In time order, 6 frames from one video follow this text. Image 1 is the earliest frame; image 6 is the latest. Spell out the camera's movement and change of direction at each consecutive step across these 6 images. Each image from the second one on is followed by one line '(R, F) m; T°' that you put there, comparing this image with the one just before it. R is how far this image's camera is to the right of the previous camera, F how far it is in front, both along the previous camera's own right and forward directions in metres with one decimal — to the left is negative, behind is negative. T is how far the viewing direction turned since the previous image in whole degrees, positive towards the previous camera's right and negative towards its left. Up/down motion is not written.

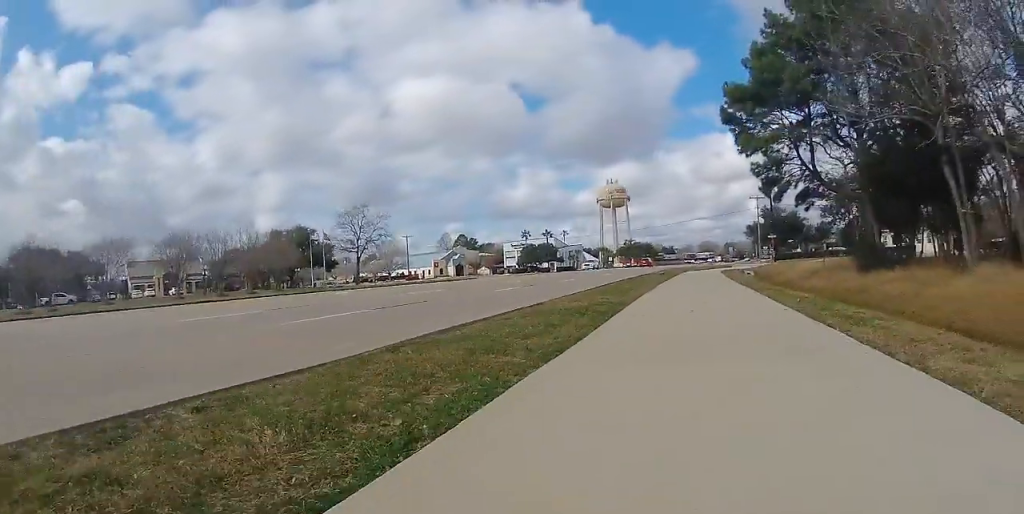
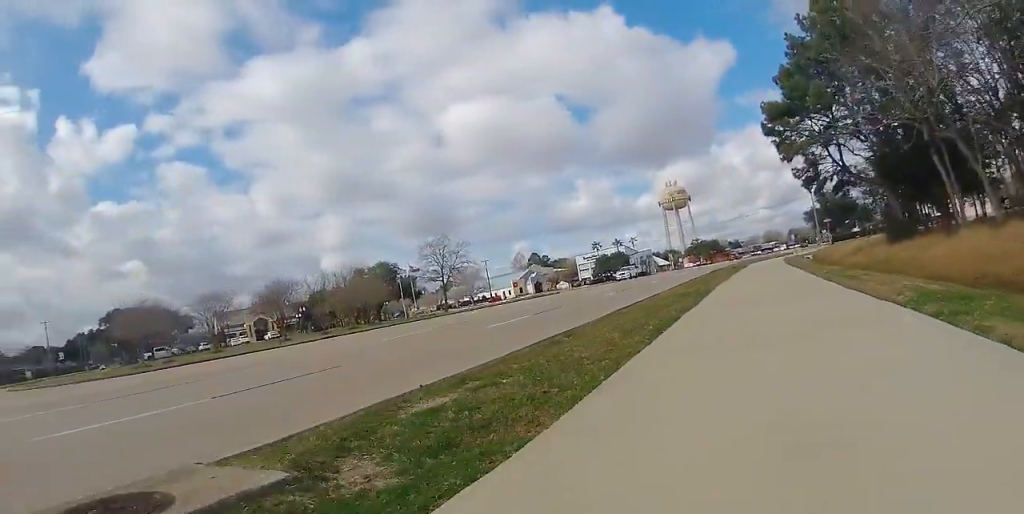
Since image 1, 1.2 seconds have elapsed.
(-0.3, +5.8) m; -2°
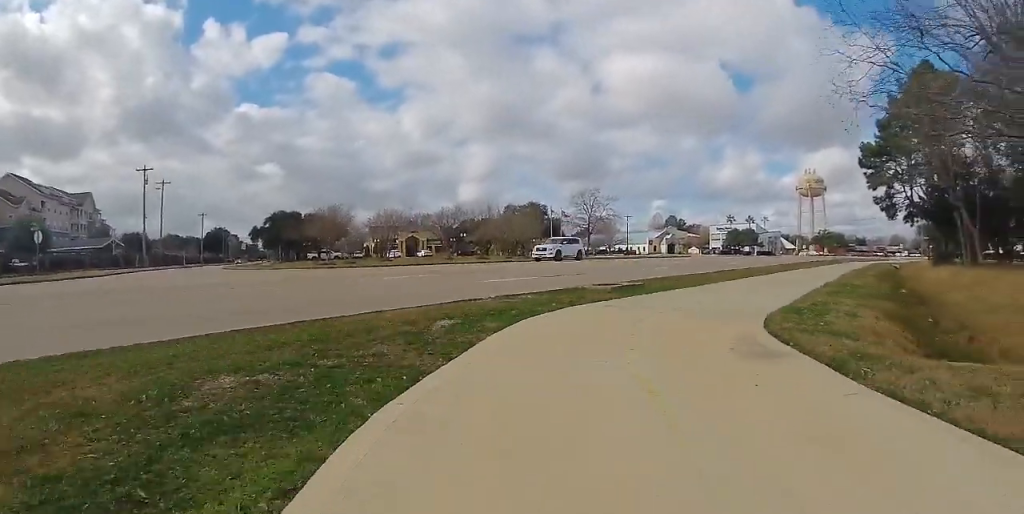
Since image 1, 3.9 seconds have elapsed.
(-1.0, +12.4) m; -18°
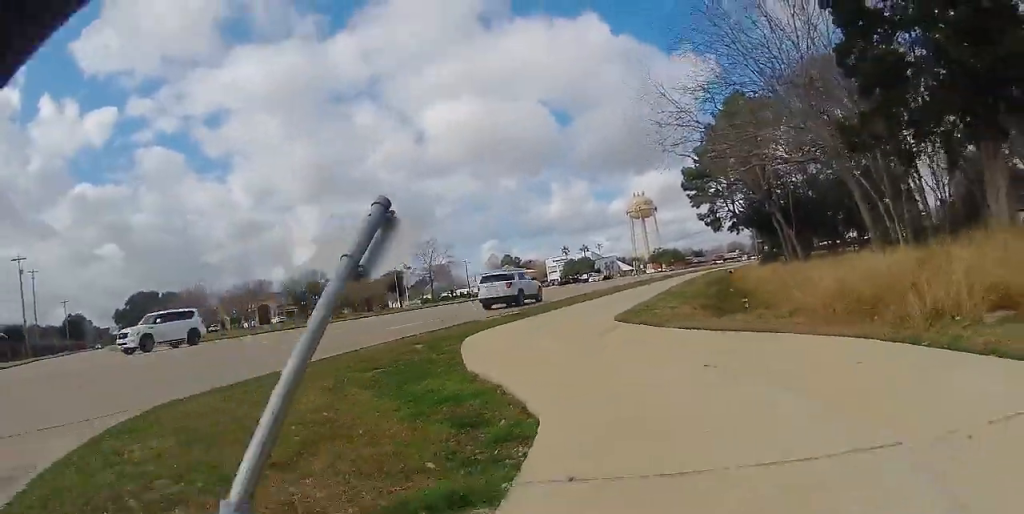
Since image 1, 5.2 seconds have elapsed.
(-0.2, +5.1) m; +2°
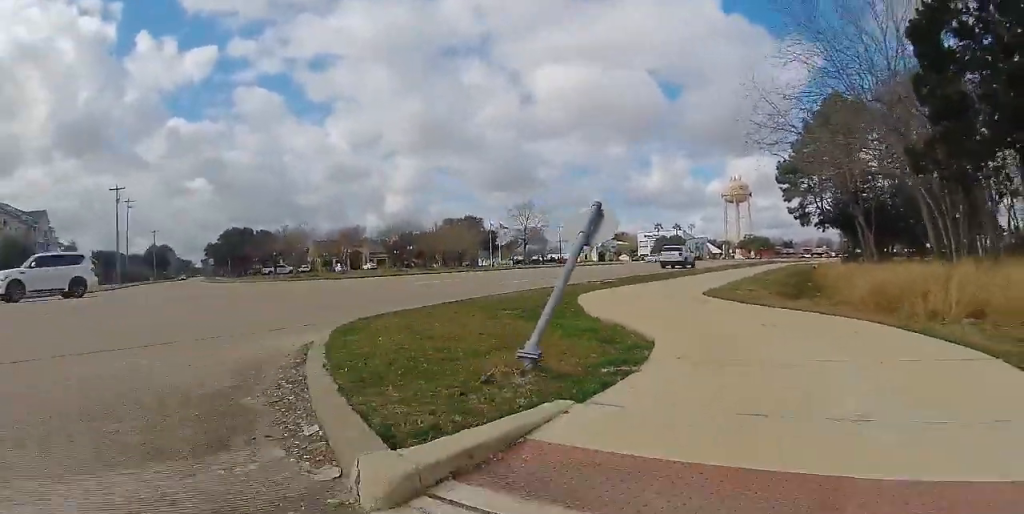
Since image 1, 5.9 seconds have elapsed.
(+0.1, +2.5) m; +6°
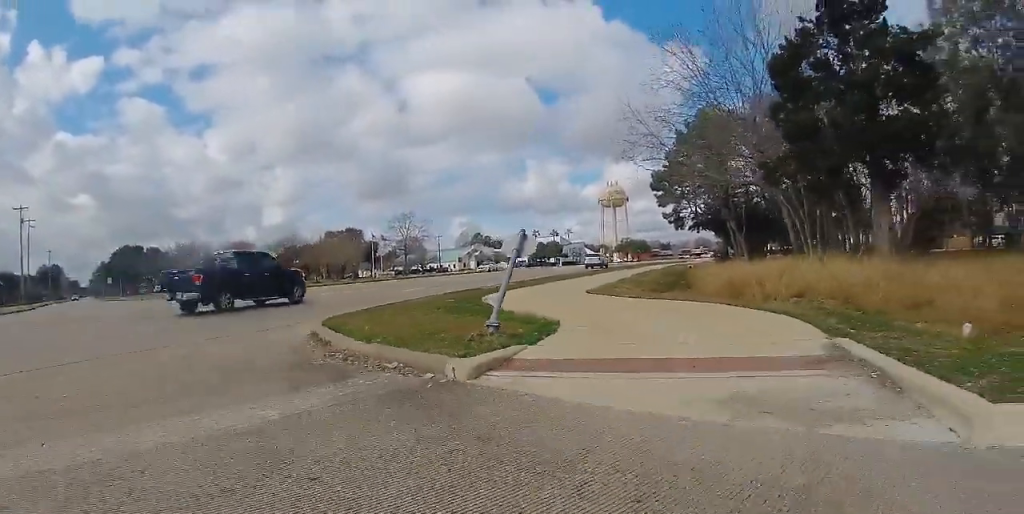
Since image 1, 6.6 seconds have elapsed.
(0.0, +2.6) m; +7°
